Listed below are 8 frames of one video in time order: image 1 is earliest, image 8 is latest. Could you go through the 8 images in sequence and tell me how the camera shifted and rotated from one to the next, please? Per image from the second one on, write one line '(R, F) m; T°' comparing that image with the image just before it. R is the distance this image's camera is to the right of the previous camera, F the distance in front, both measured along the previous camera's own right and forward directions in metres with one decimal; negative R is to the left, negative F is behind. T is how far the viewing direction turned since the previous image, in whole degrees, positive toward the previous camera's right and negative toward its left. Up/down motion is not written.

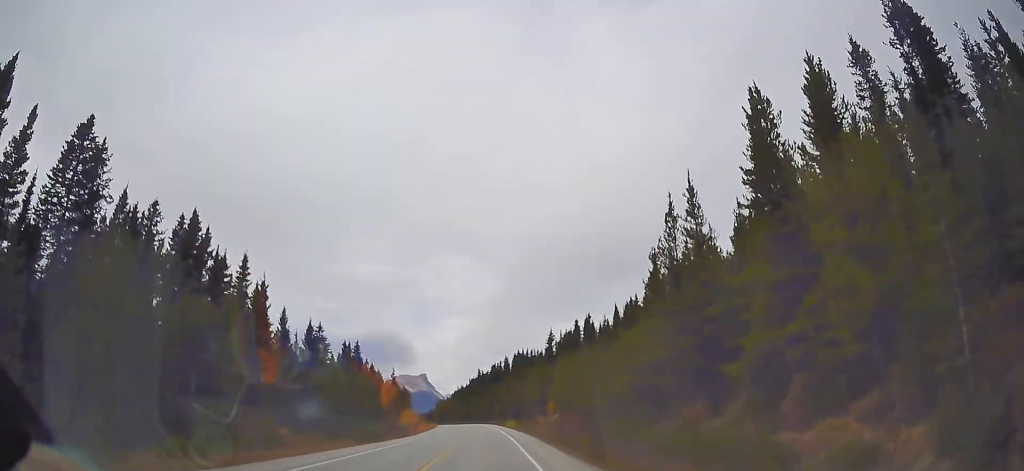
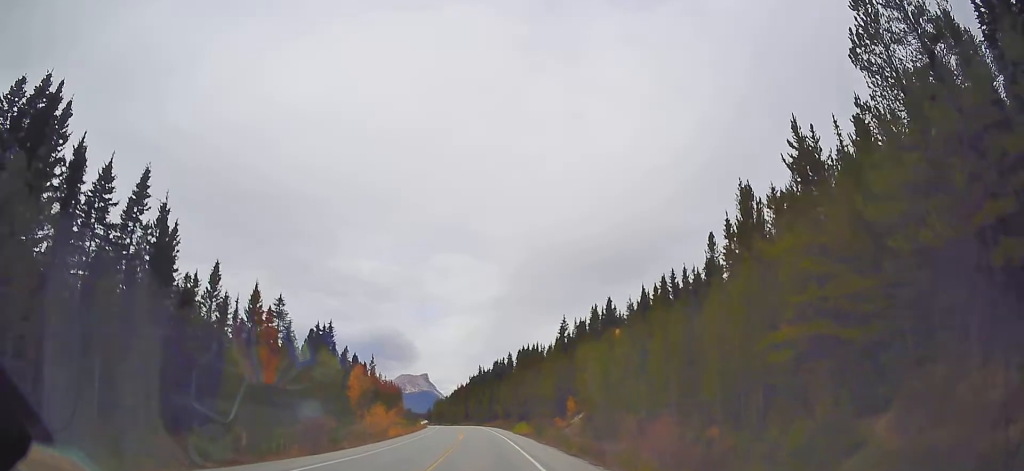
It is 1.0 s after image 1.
(-0.2, +23.3) m; -1°
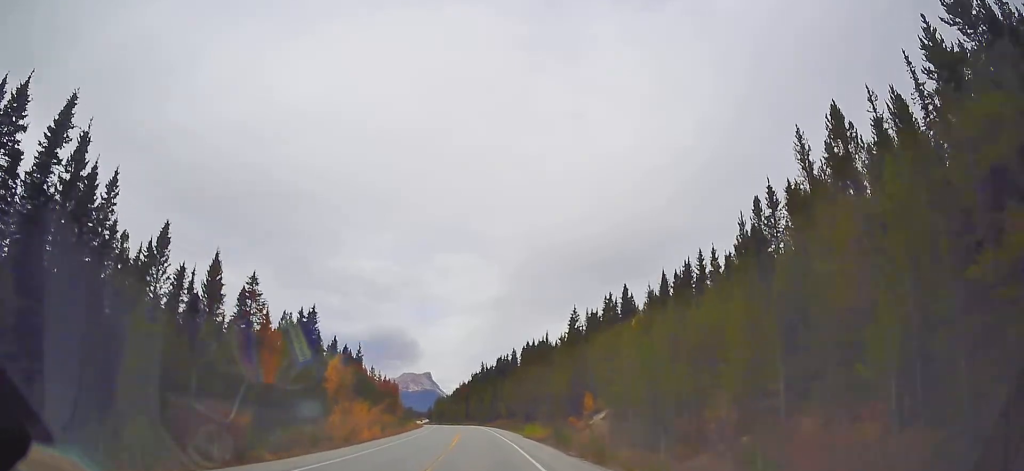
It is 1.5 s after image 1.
(-0.1, +12.9) m; 0°
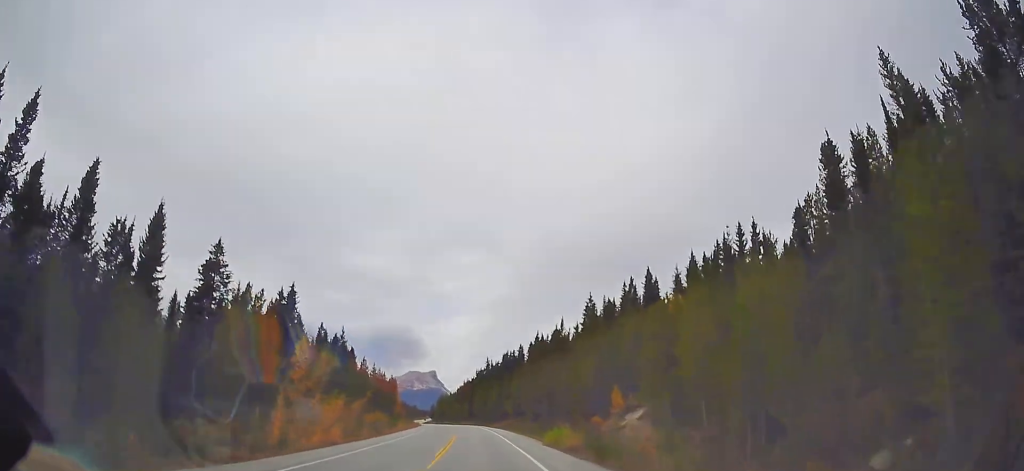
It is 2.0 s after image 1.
(+0.1, +12.8) m; 0°
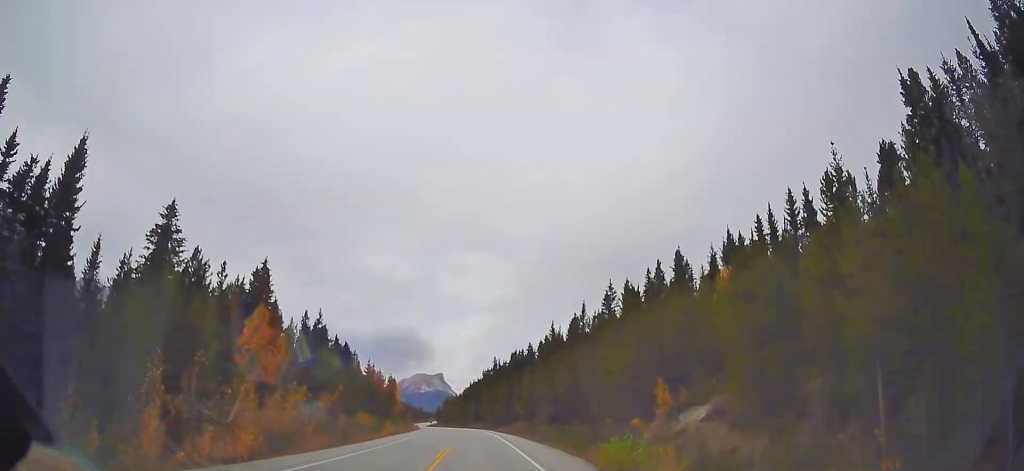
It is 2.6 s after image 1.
(0.0, +12.8) m; 0°
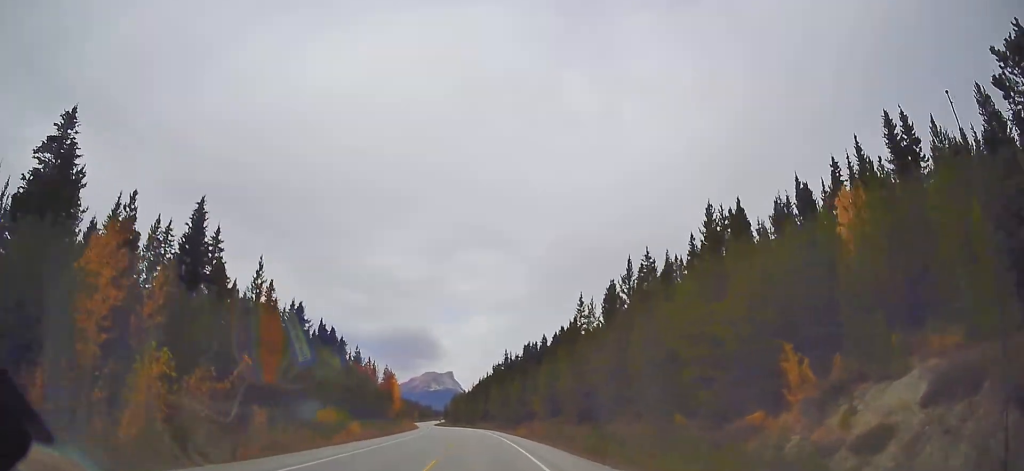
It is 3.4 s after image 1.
(-0.1, +19.3) m; -1°
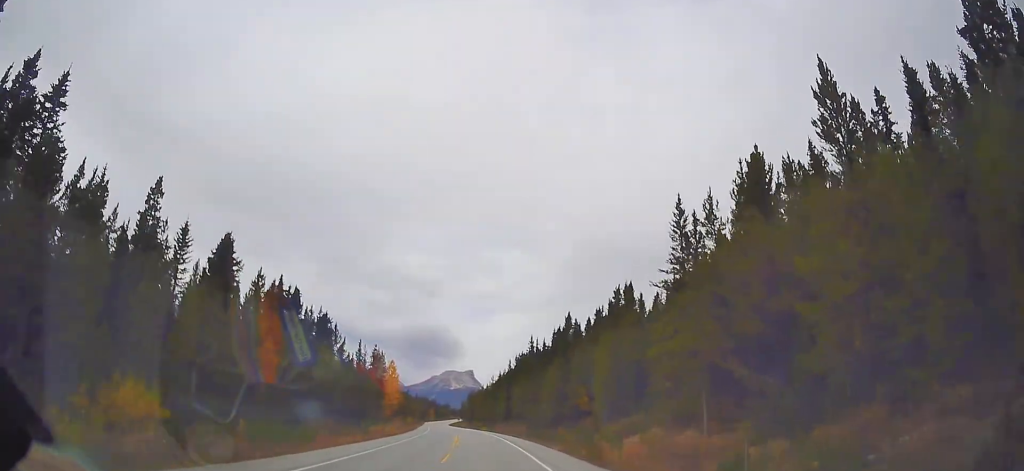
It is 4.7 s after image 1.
(-0.7, +33.0) m; -2°
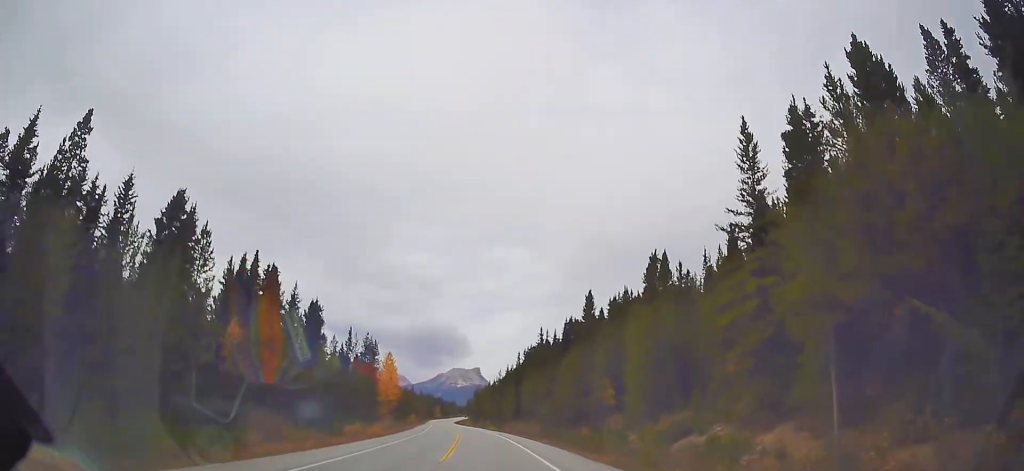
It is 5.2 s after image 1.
(-0.1, +11.3) m; -1°
